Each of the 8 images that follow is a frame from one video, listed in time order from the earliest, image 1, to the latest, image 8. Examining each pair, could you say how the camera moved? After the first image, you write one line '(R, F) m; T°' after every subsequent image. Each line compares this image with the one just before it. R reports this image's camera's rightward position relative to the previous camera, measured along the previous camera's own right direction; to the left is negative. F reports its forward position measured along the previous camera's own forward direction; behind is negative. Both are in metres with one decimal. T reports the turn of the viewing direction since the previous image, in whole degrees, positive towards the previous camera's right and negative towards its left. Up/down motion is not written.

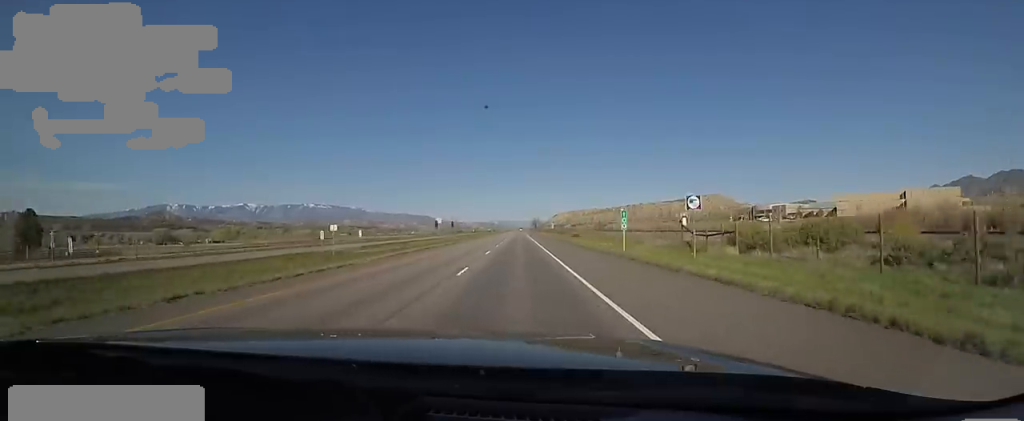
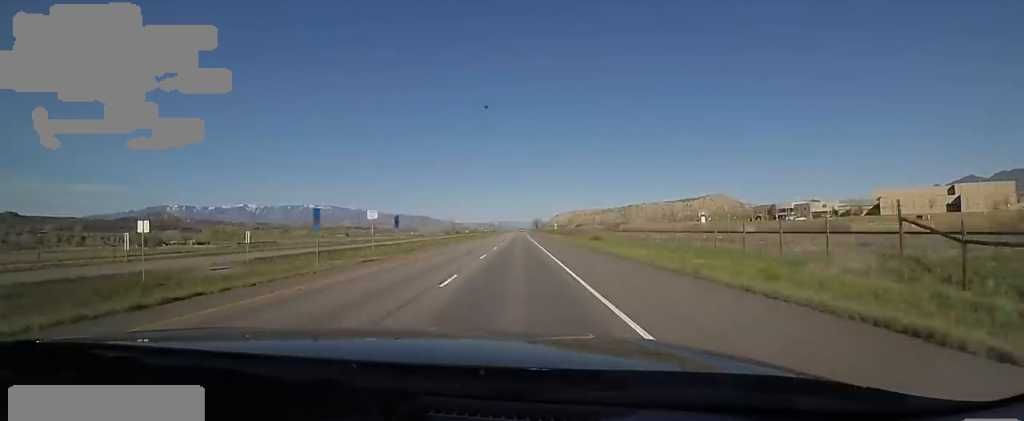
(+0.1, +27.3) m; -2°
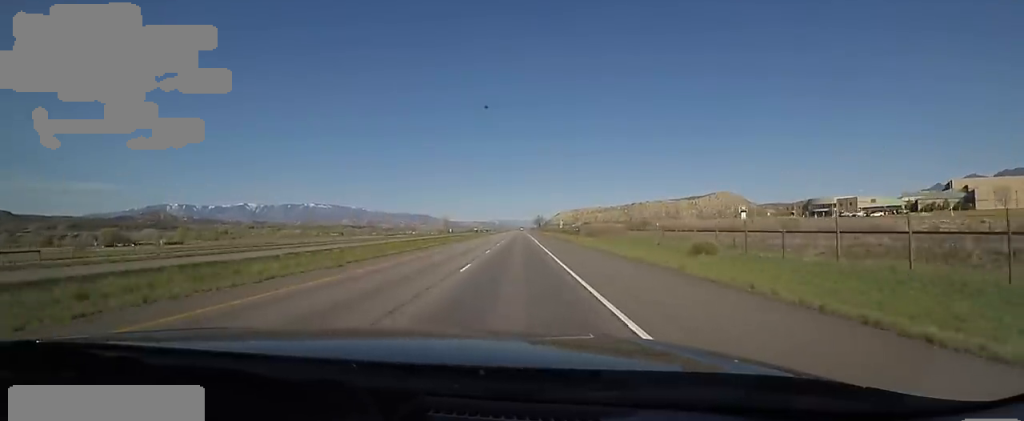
(-1.2, +45.5) m; 0°
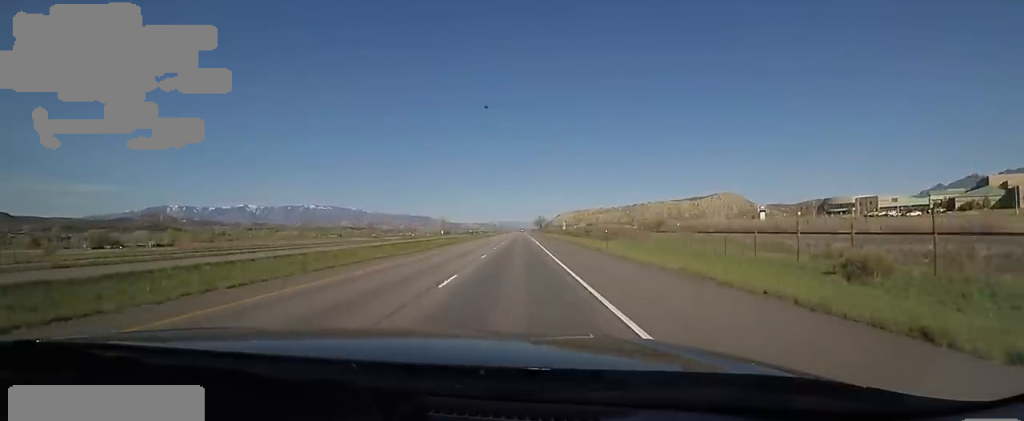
(+0.7, +16.0) m; 0°
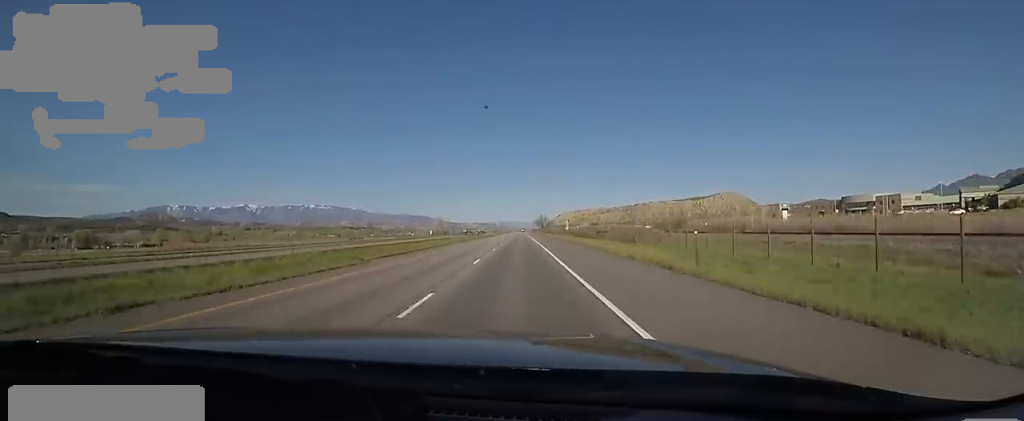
(+0.1, +16.0) m; 0°
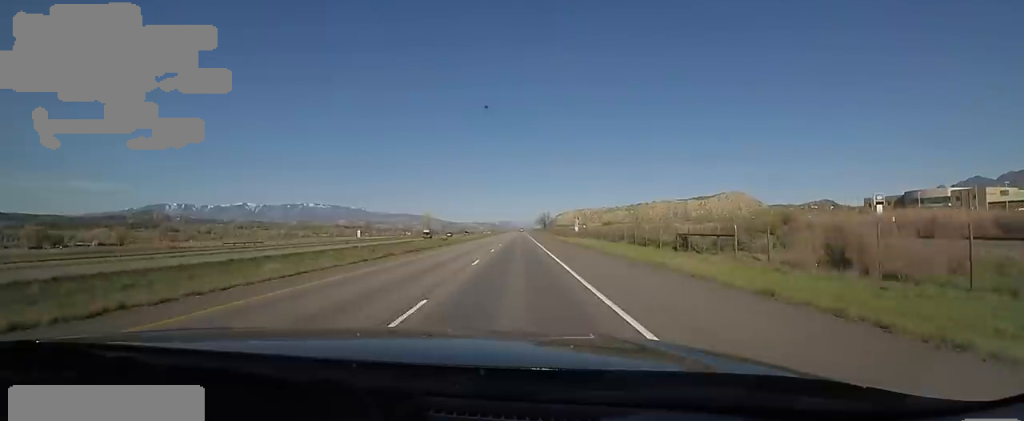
(-0.3, +49.0) m; 0°
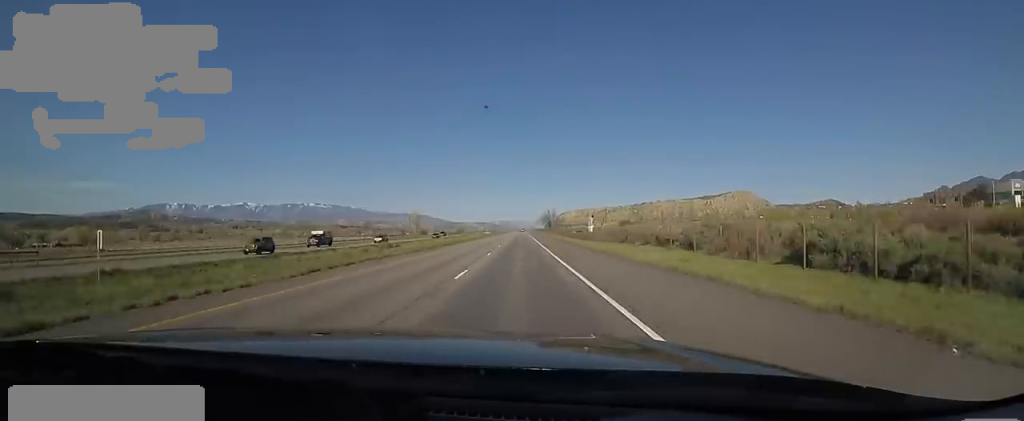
(-0.6, +41.1) m; 0°
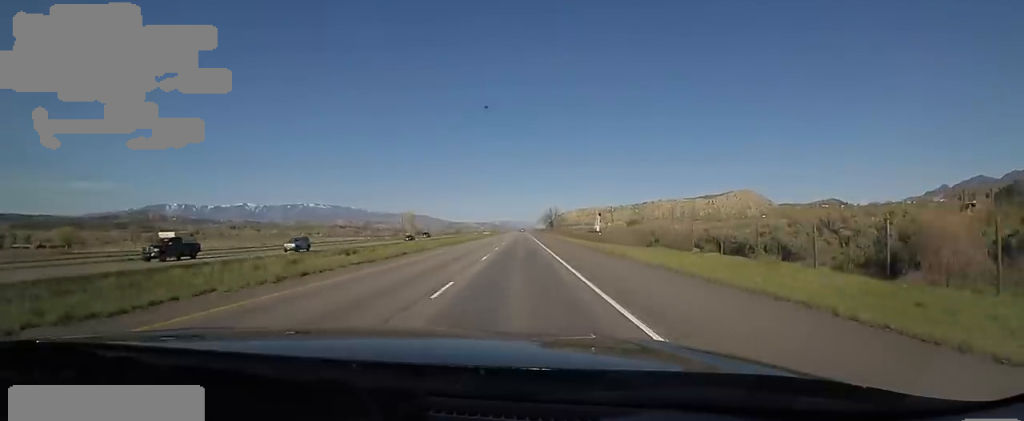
(+0.2, +16.0) m; 0°
